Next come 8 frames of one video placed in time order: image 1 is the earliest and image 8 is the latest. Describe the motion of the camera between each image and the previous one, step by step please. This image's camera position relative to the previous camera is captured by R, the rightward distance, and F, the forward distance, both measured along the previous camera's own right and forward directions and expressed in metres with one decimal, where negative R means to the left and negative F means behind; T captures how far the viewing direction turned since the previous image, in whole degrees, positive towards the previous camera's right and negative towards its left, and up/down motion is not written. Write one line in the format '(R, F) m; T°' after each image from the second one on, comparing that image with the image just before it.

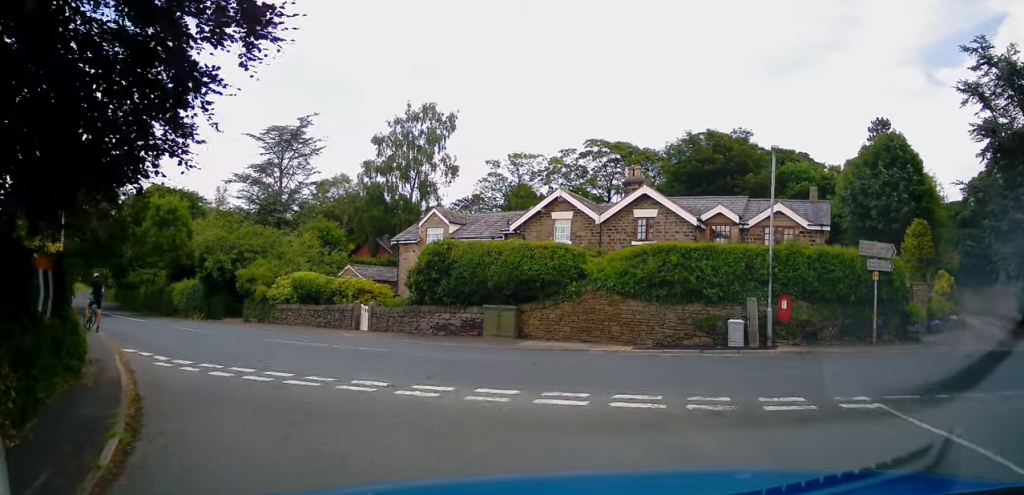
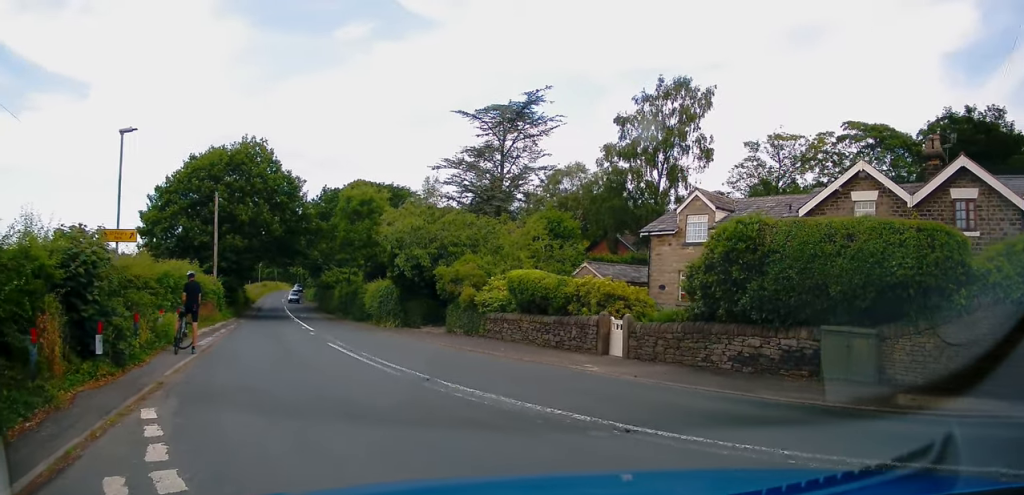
(-1.5, +7.2) m; -28°
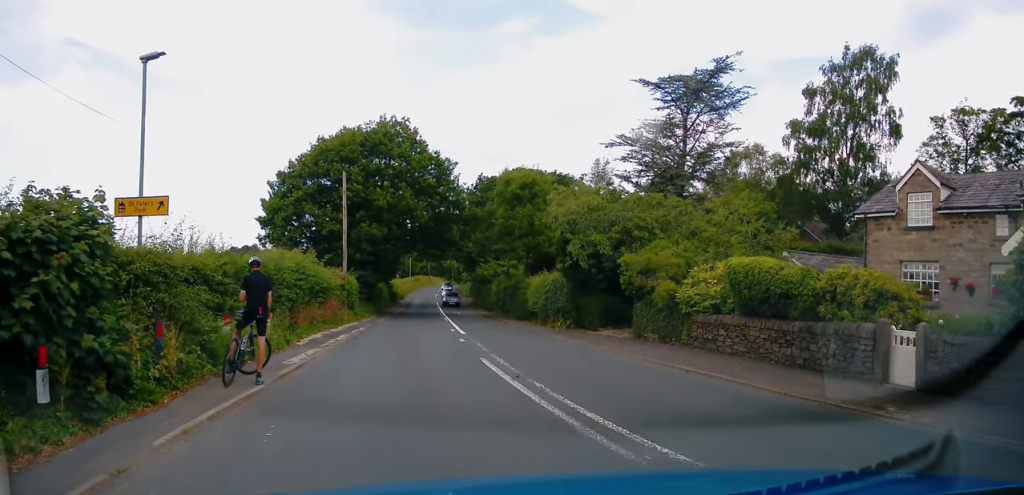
(-0.5, +5.0) m; -12°
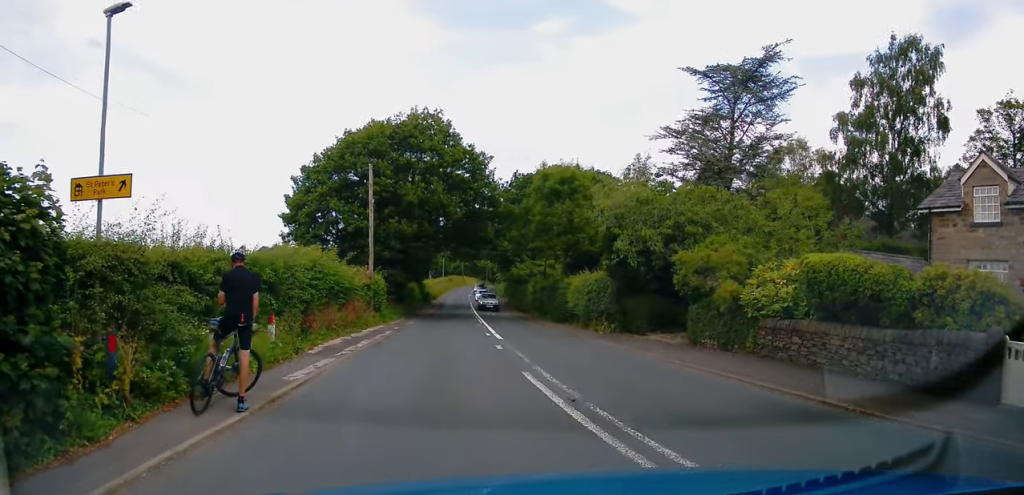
(-0.1, +2.2) m; -2°
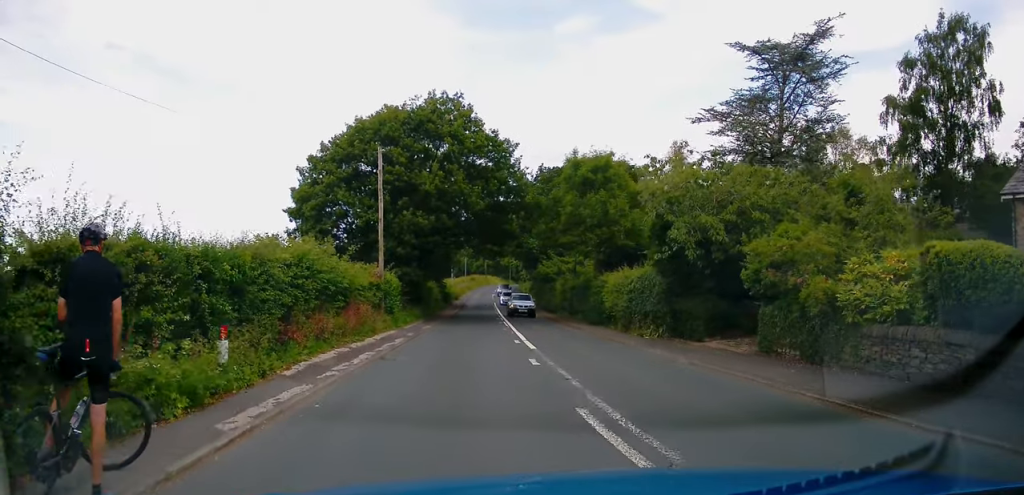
(-0.1, +3.4) m; -2°
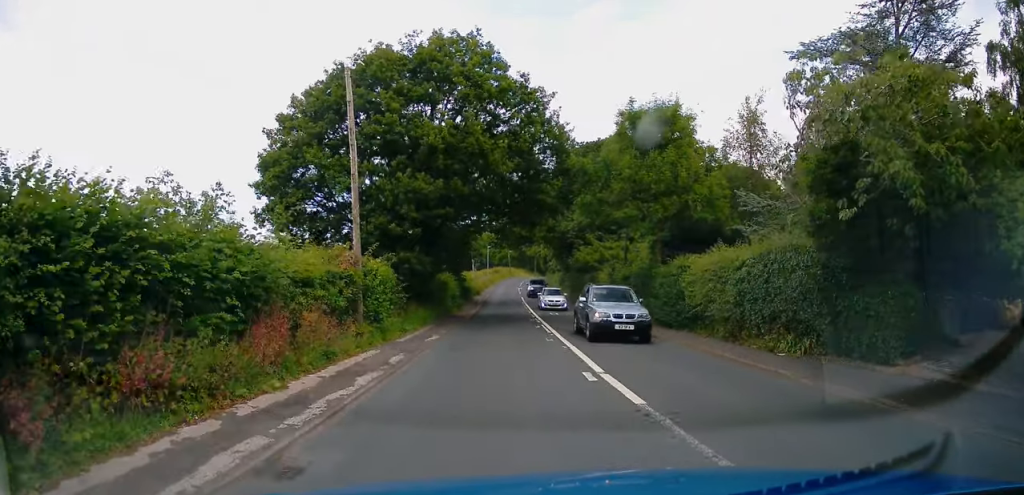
(+0.1, +8.3) m; +2°
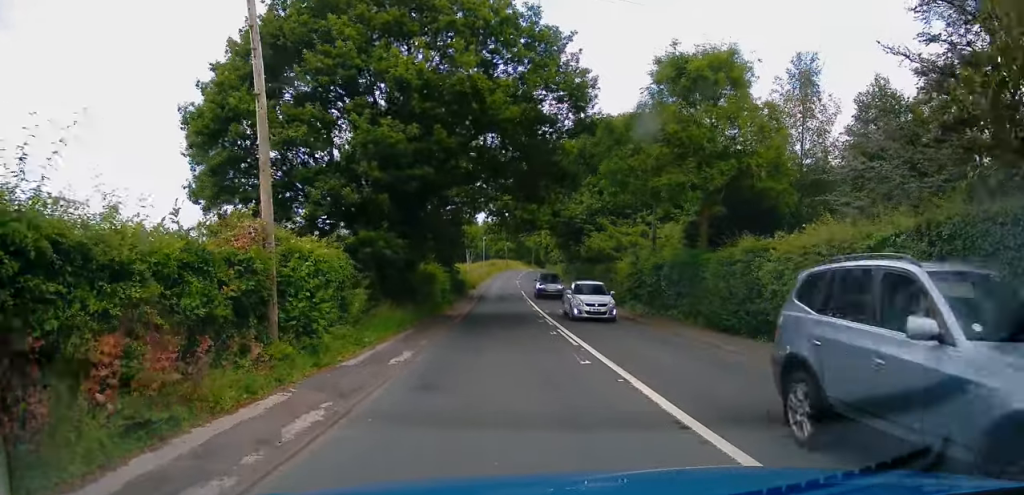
(+0.1, +6.5) m; 0°
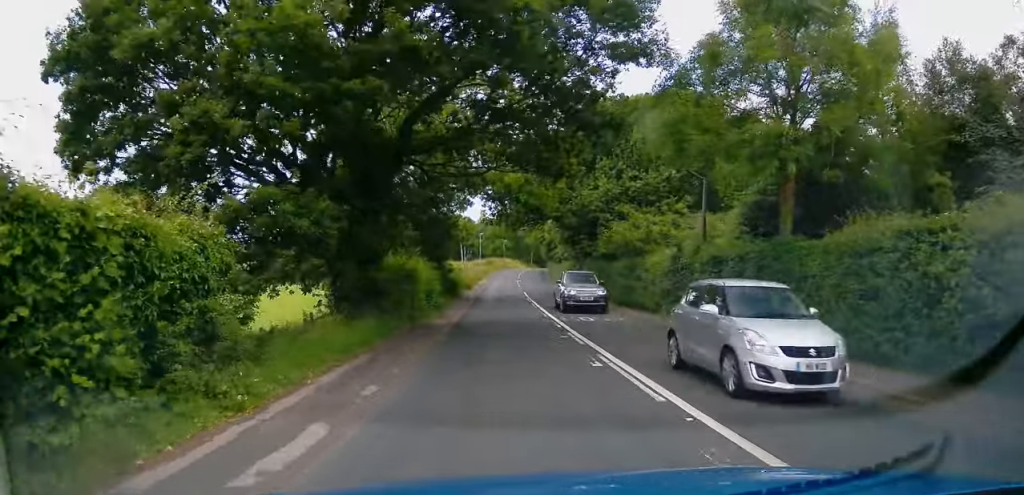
(0.0, +6.8) m; -2°
